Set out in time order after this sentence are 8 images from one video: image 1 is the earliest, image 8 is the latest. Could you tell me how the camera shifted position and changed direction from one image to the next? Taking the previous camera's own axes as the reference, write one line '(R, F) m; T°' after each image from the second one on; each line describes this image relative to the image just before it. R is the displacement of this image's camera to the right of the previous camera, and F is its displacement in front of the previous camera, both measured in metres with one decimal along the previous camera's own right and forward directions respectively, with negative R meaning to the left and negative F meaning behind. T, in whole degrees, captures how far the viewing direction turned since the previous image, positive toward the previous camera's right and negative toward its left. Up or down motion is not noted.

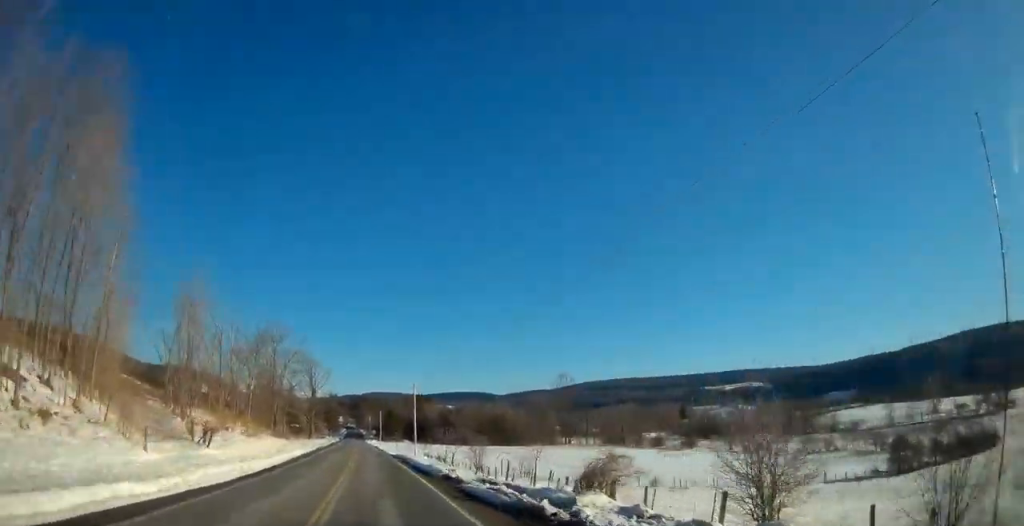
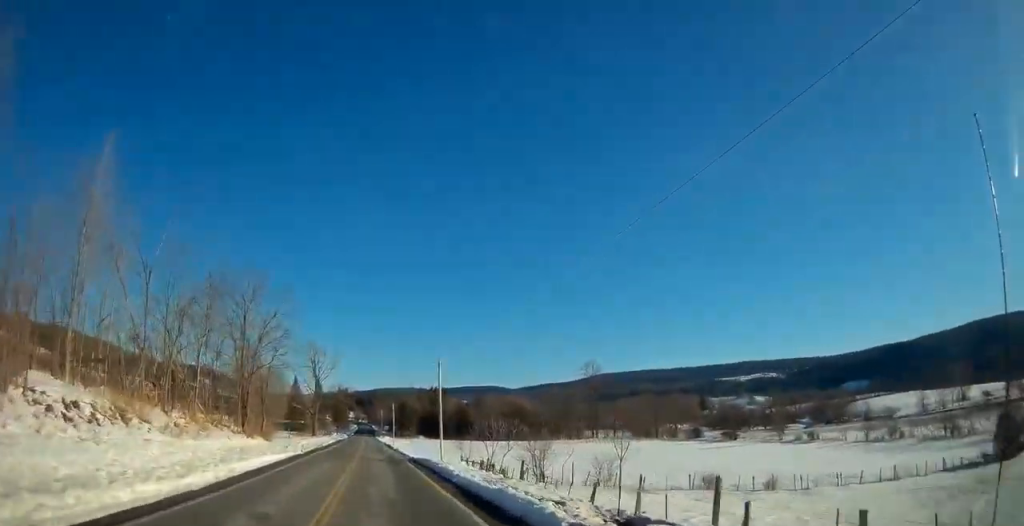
(-1.0, +17.4) m; -3°
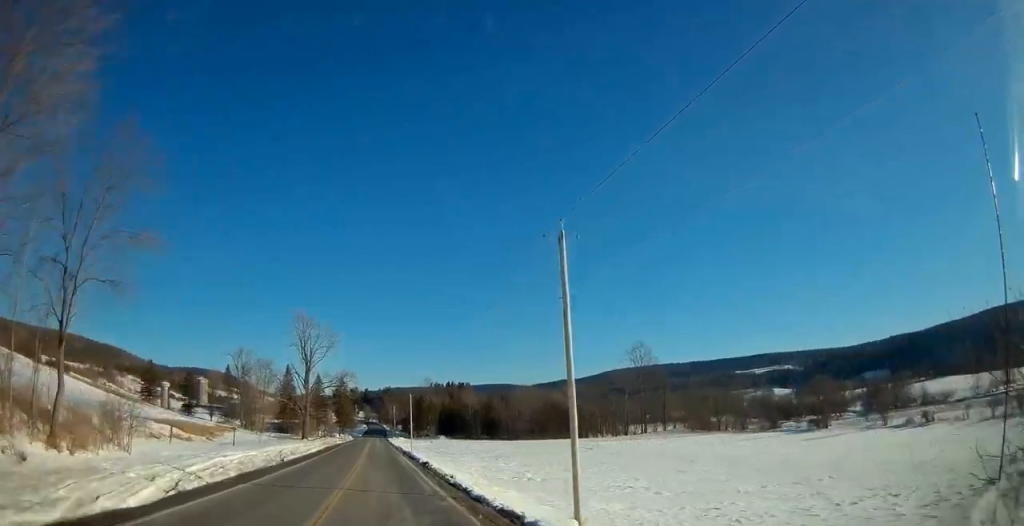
(-0.2, +33.8) m; -1°
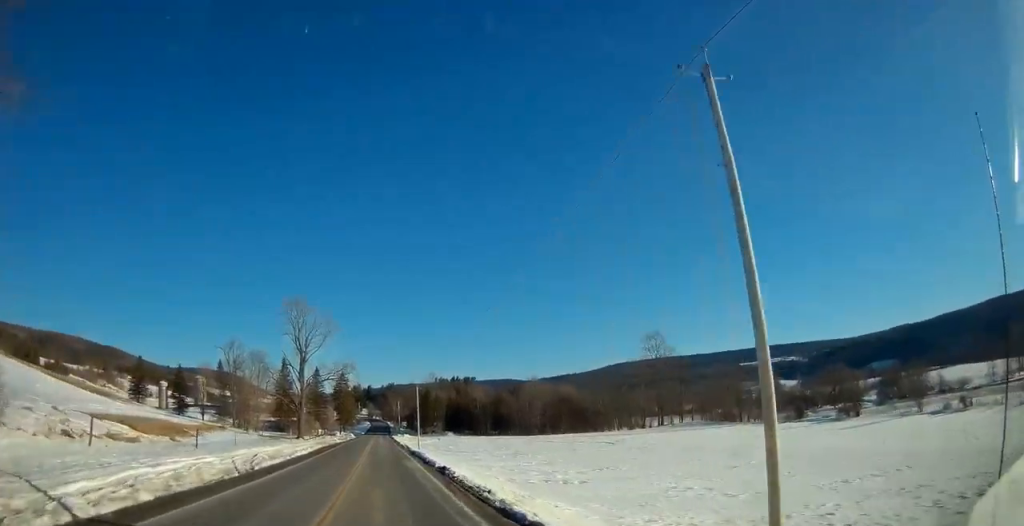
(0.0, +9.7) m; 0°
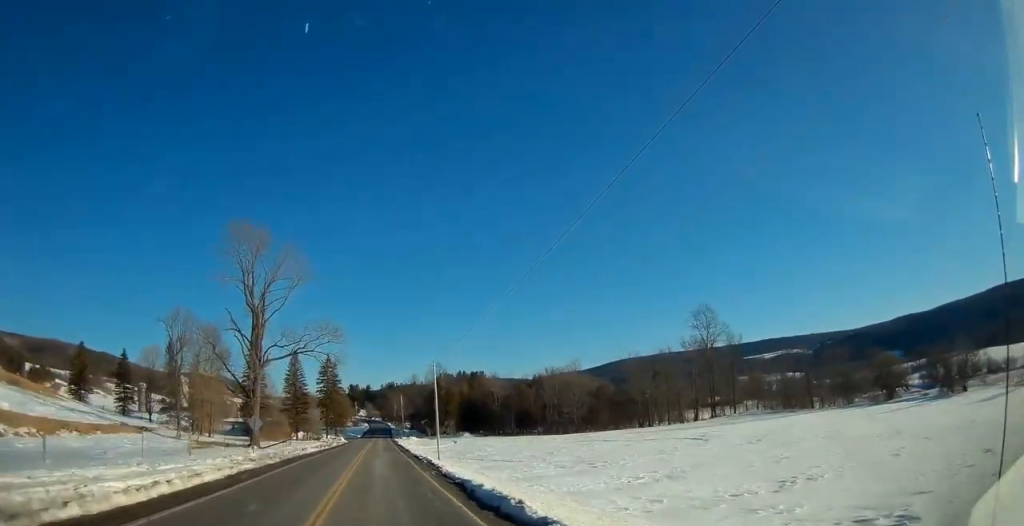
(-0.1, +32.2) m; -1°
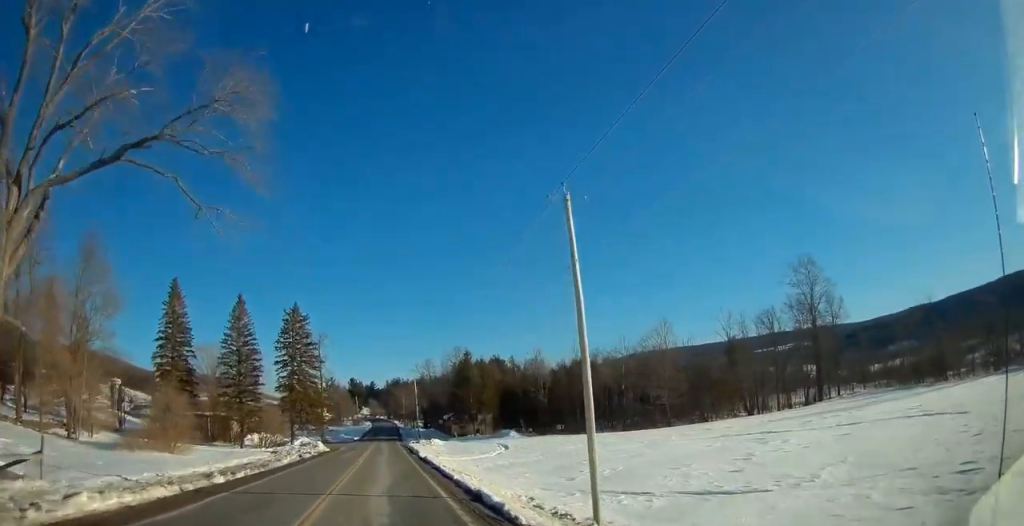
(-0.5, +42.7) m; -1°
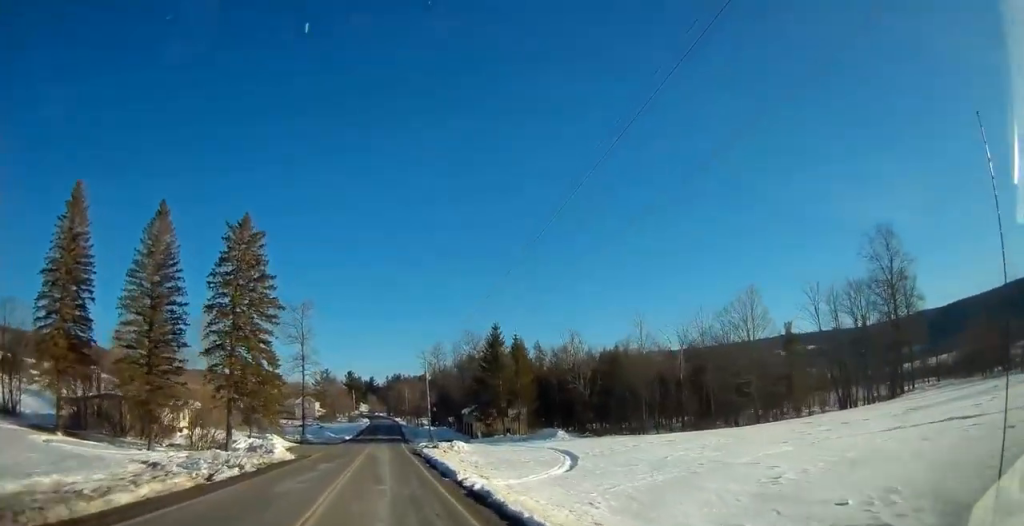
(+0.1, +24.6) m; 0°
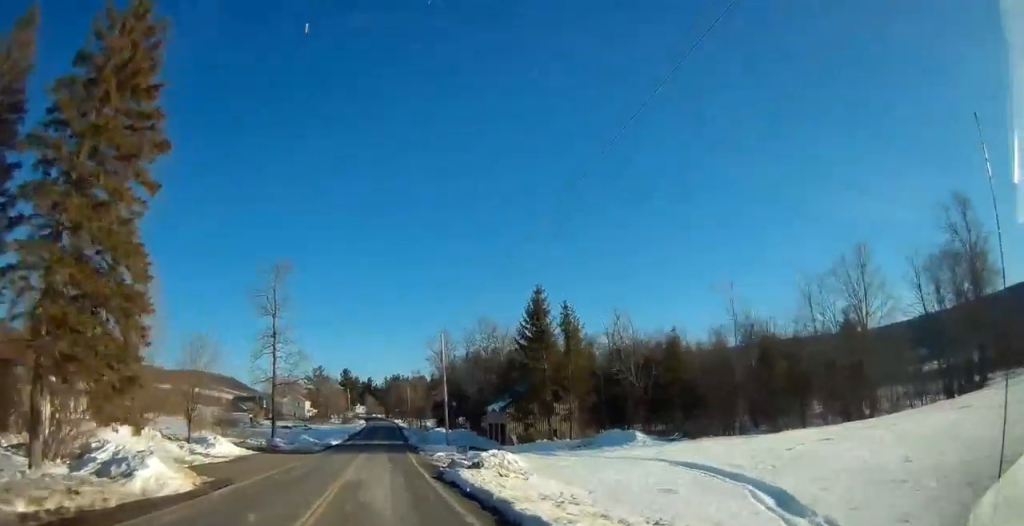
(0.0, +21.2) m; 0°
